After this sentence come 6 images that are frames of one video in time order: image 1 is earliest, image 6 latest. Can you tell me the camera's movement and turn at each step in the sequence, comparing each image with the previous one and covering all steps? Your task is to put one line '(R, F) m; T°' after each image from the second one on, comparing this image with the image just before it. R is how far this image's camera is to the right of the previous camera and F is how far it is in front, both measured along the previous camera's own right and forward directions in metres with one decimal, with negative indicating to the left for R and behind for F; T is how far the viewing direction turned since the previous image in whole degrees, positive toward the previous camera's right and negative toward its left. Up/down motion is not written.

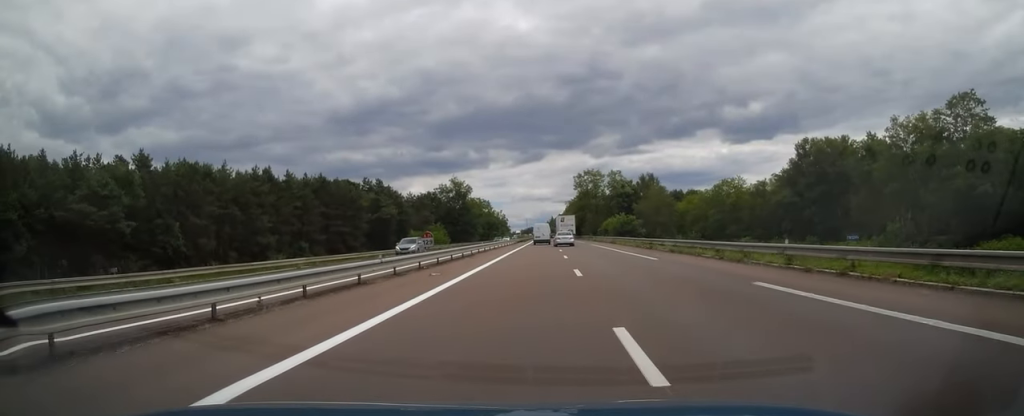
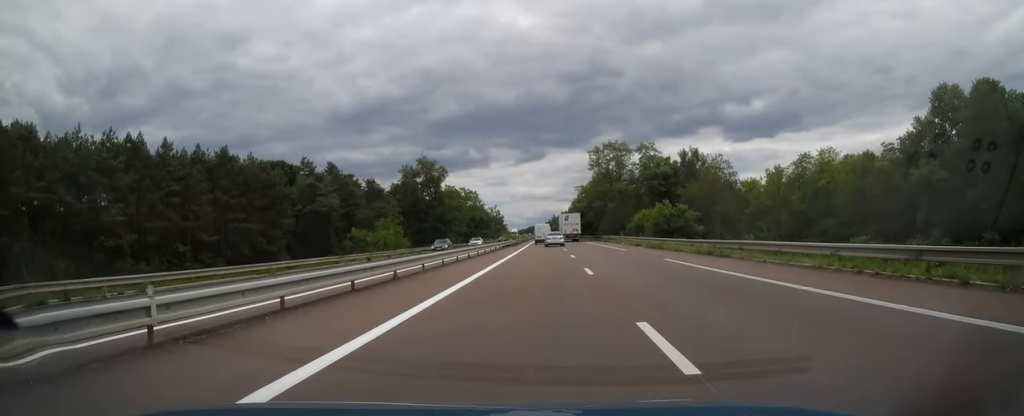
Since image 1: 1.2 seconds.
(+0.1, +38.6) m; 0°
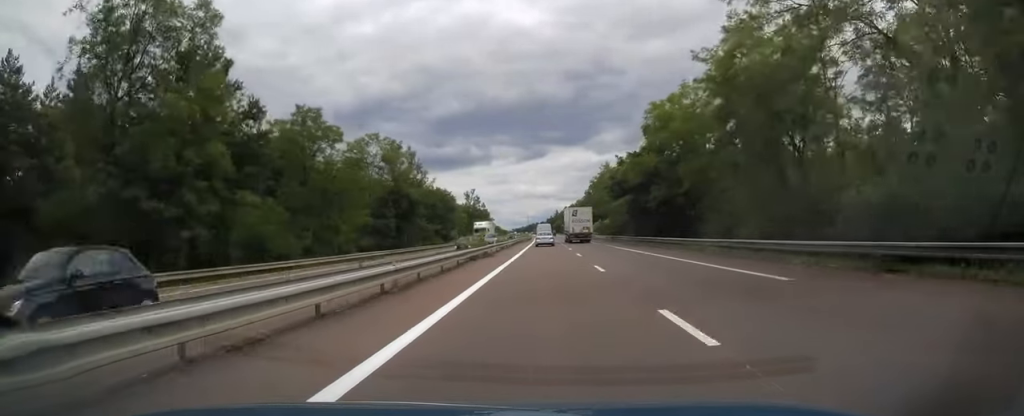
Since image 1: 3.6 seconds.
(-0.1, +76.3) m; 0°
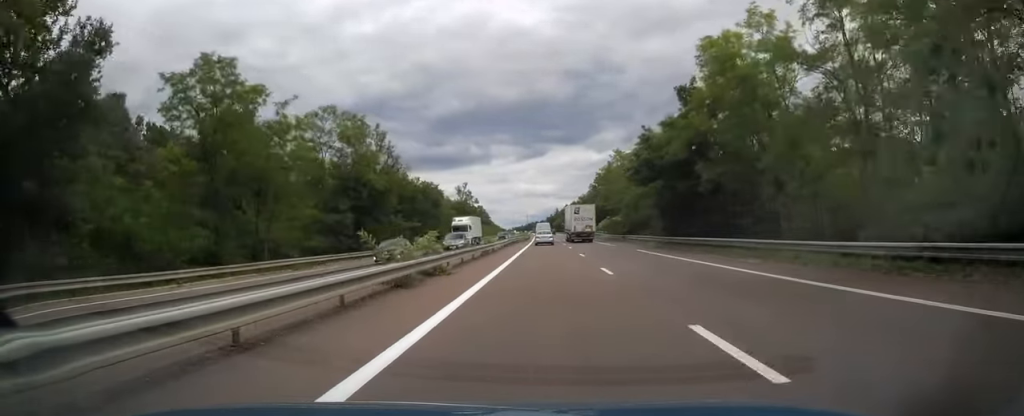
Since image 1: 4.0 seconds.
(0.0, +14.6) m; 0°
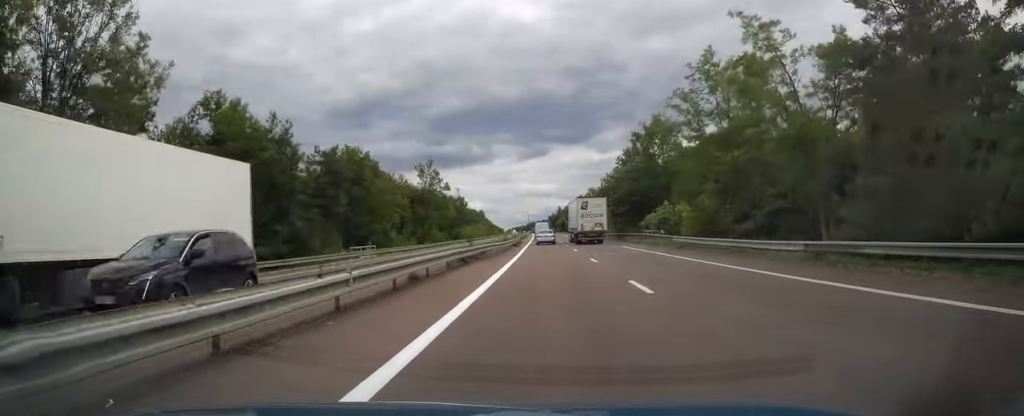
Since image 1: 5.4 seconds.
(+0.1, +44.4) m; 0°
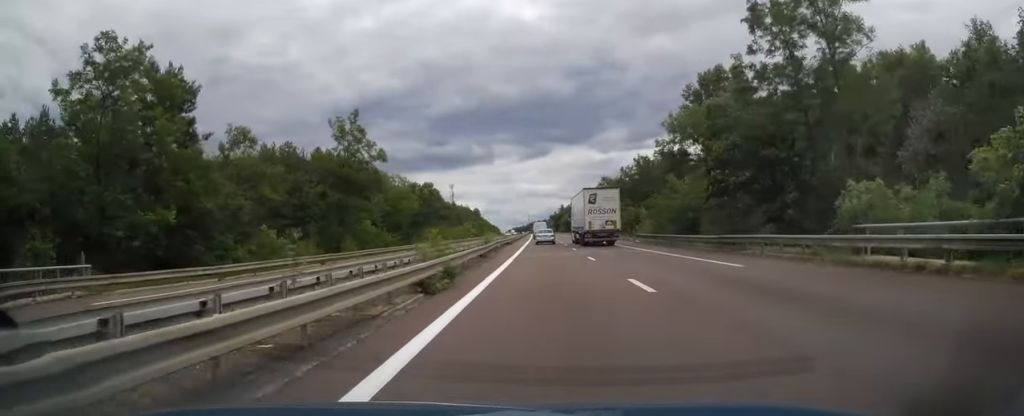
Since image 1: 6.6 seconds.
(0.0, +39.3) m; 0°
